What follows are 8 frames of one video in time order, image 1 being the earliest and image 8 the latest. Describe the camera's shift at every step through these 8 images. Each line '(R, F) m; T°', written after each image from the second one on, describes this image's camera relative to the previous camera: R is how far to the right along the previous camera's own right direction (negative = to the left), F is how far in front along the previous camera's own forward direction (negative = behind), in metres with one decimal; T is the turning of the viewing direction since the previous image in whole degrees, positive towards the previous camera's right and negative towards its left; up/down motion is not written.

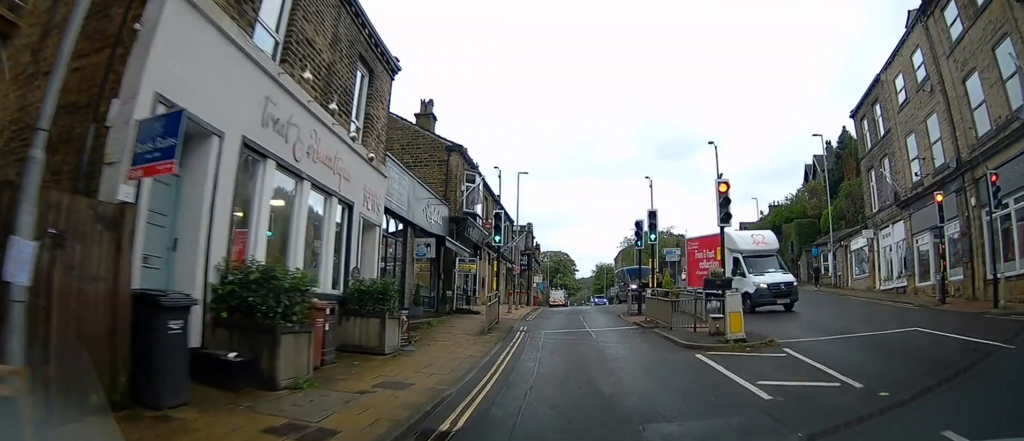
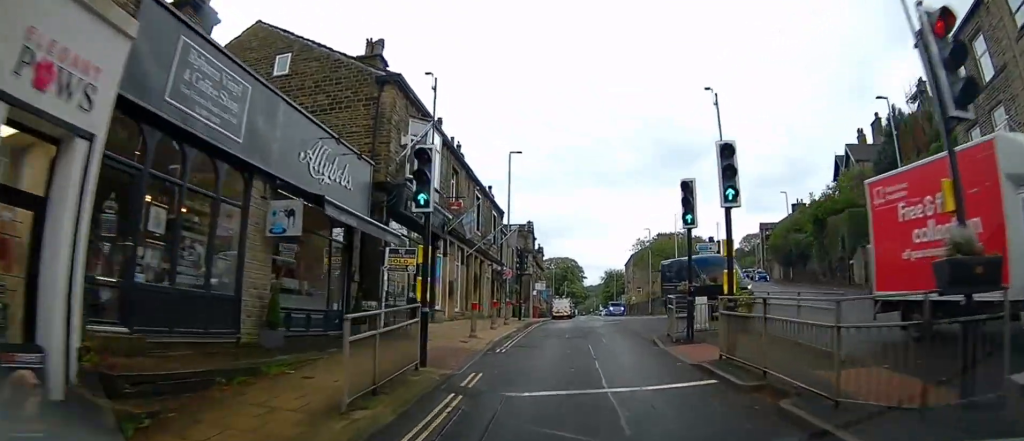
(-0.2, +8.7) m; -1°
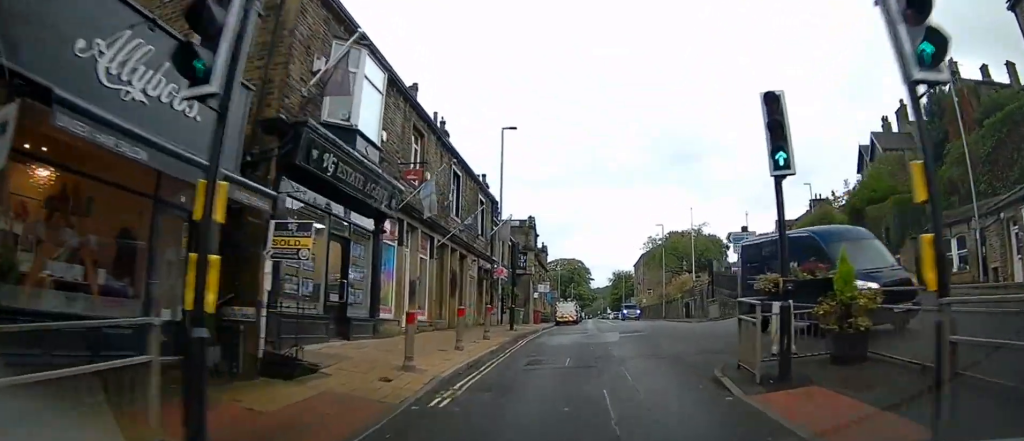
(-0.1, +5.7) m; 0°
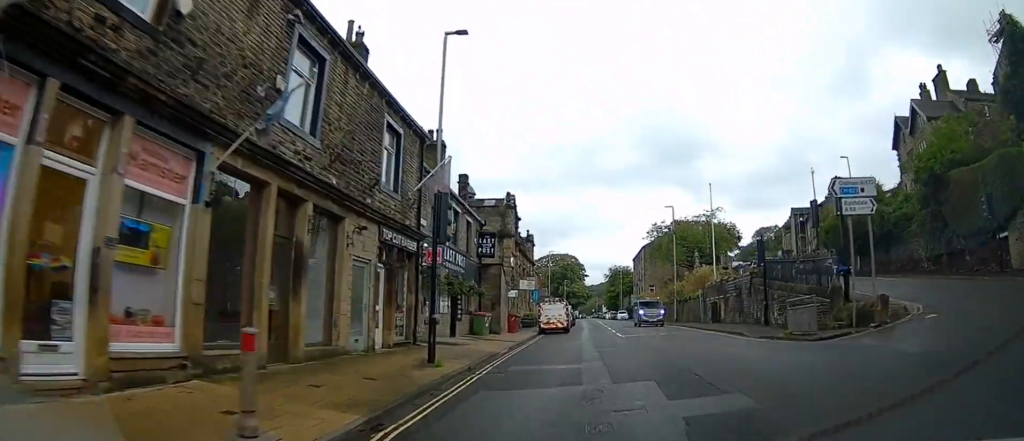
(+0.3, +11.4) m; +1°
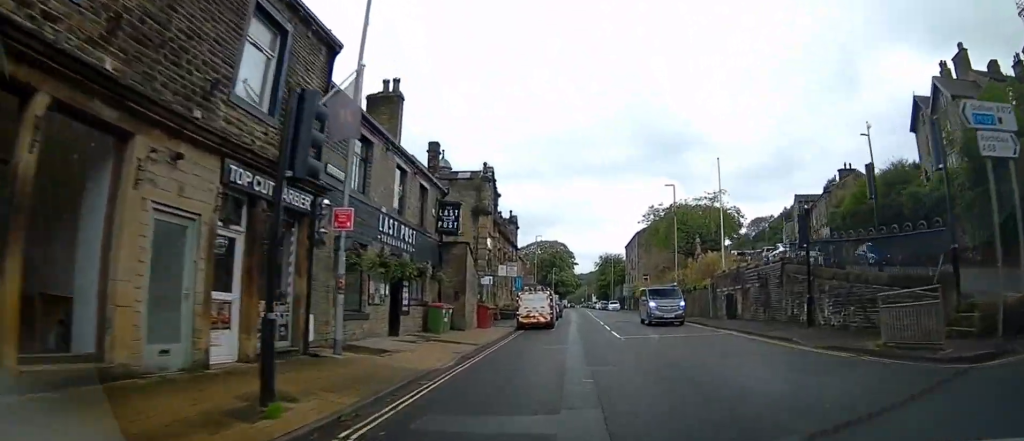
(-0.2, +5.6) m; +1°
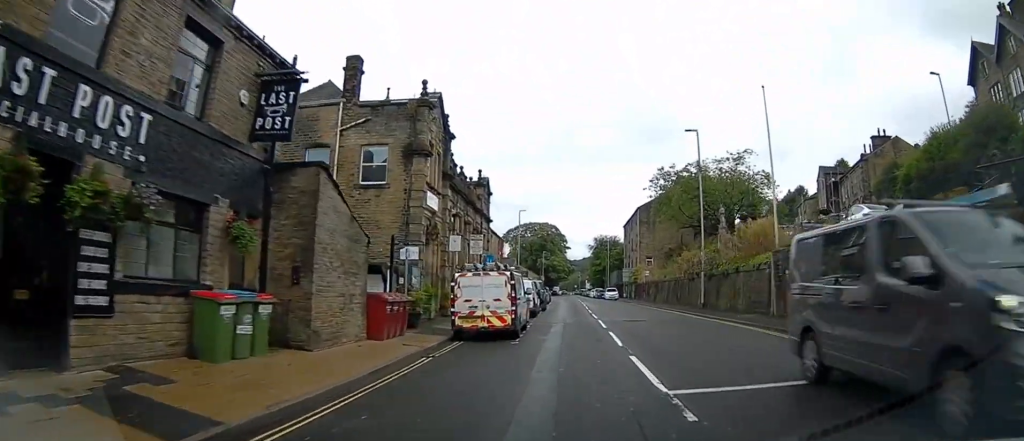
(+0.3, +12.1) m; +1°
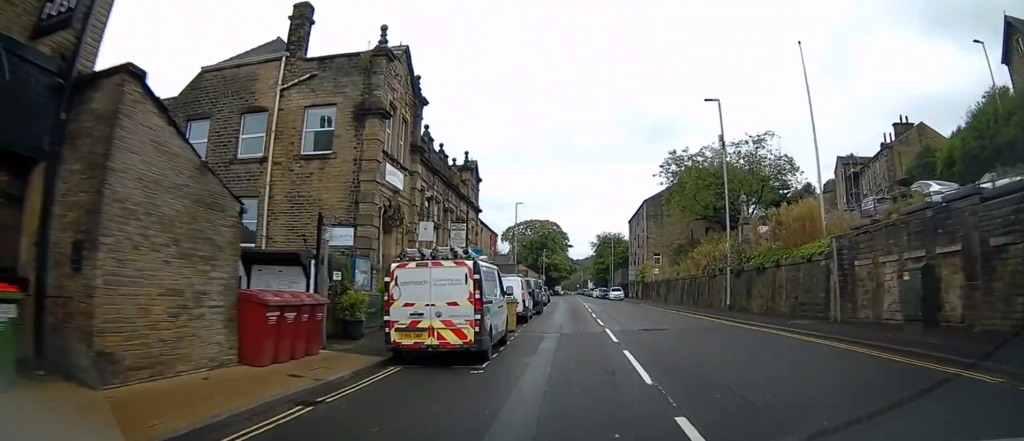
(0.0, +5.2) m; 0°
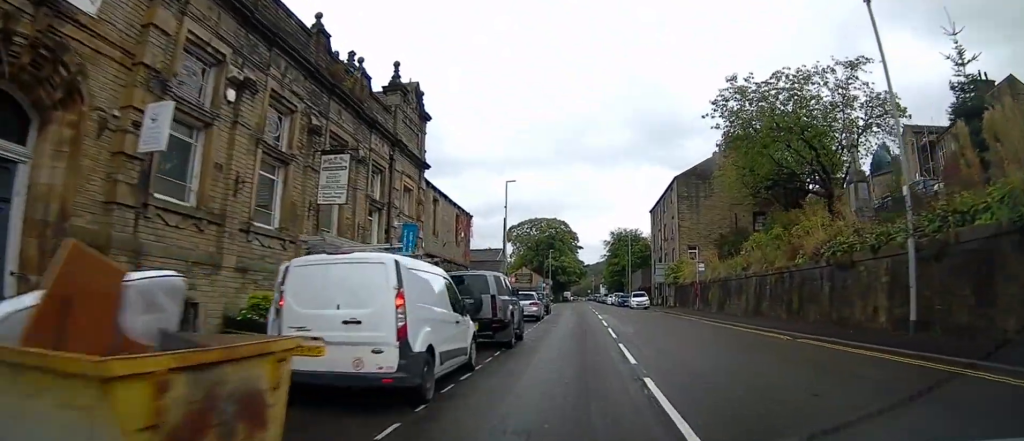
(-0.1, +14.8) m; -1°
